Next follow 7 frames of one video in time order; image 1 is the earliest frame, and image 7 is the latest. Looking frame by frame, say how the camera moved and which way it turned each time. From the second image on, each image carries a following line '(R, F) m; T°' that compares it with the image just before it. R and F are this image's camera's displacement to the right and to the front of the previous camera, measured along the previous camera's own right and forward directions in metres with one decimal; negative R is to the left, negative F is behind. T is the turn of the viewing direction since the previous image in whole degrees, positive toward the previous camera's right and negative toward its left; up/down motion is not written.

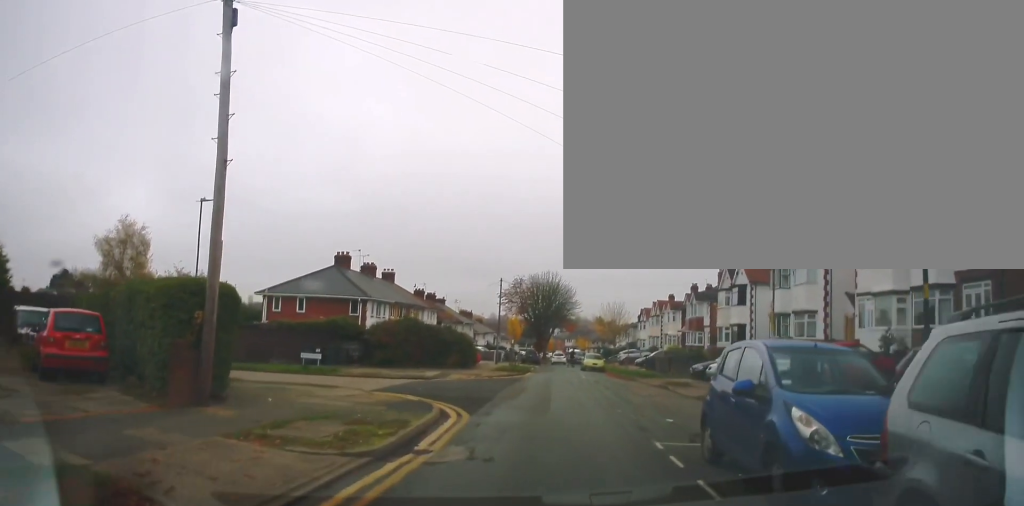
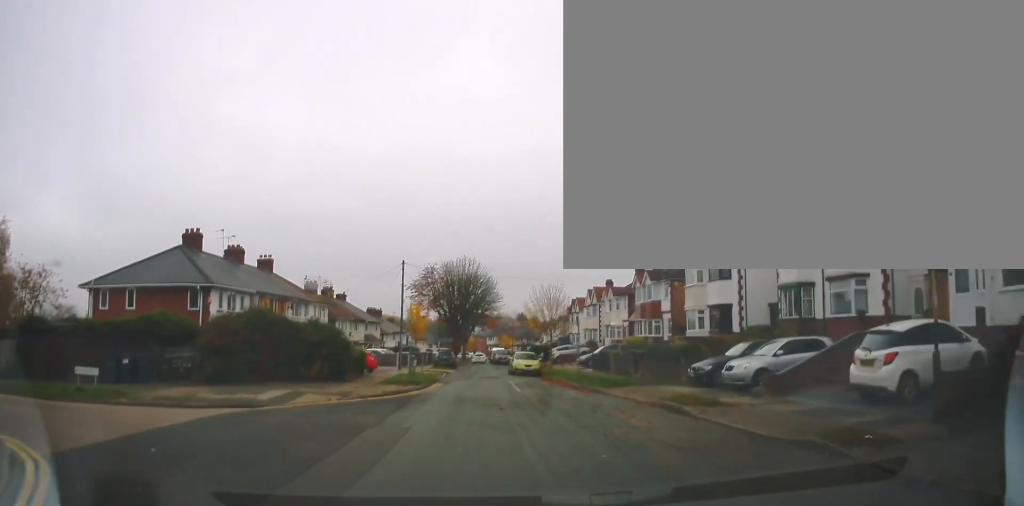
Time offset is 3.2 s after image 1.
(+1.2, +10.6) m; +10°
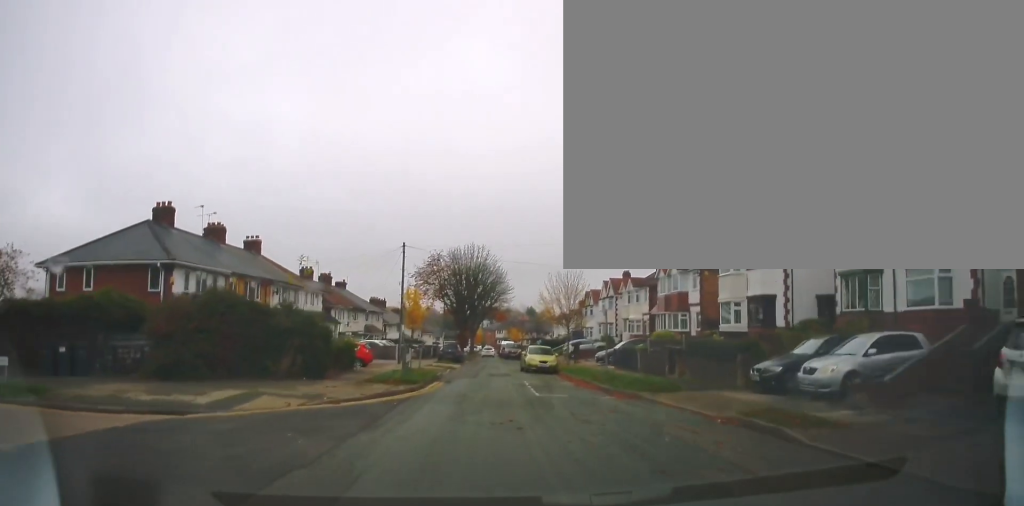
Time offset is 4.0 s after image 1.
(-0.1, +3.9) m; -4°
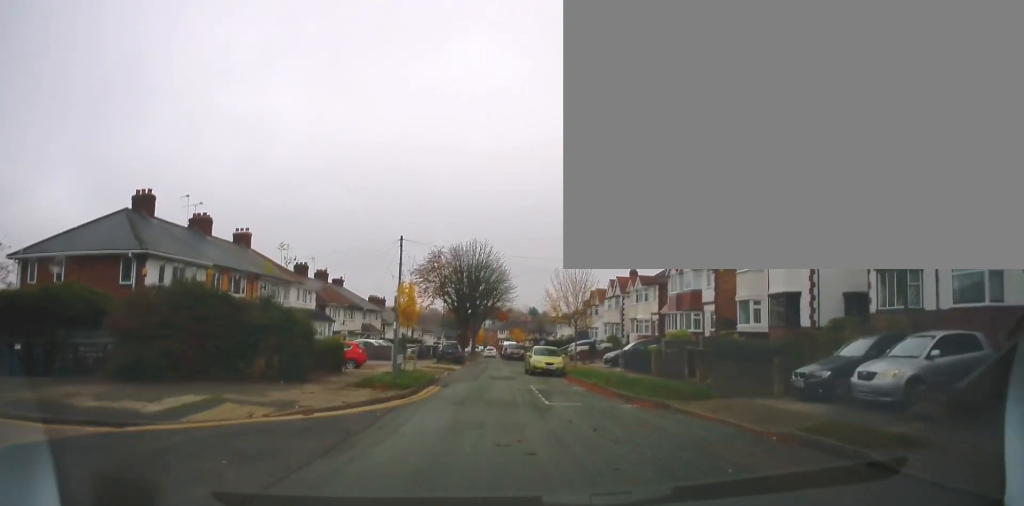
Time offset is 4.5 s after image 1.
(-0.2, +2.2) m; 0°
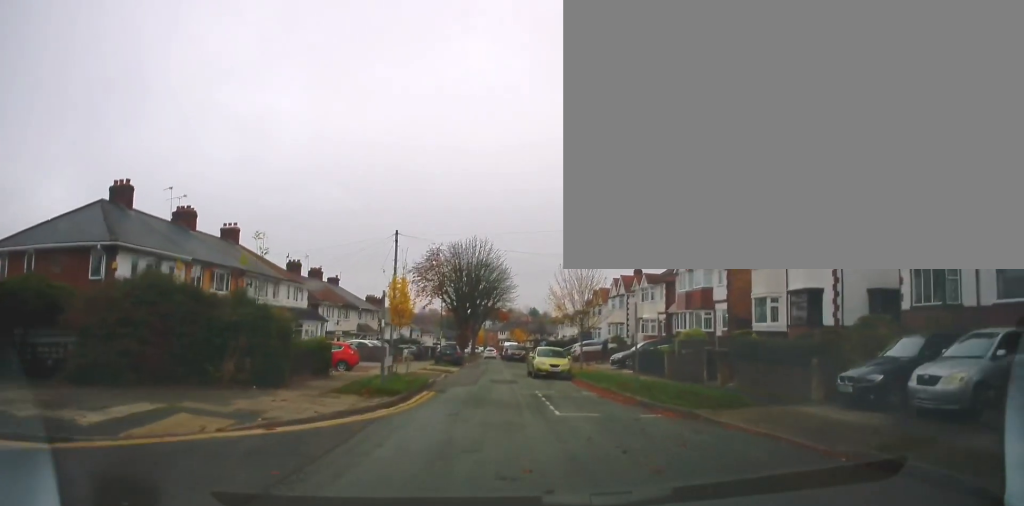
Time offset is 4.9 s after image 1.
(-0.1, +2.1) m; 0°
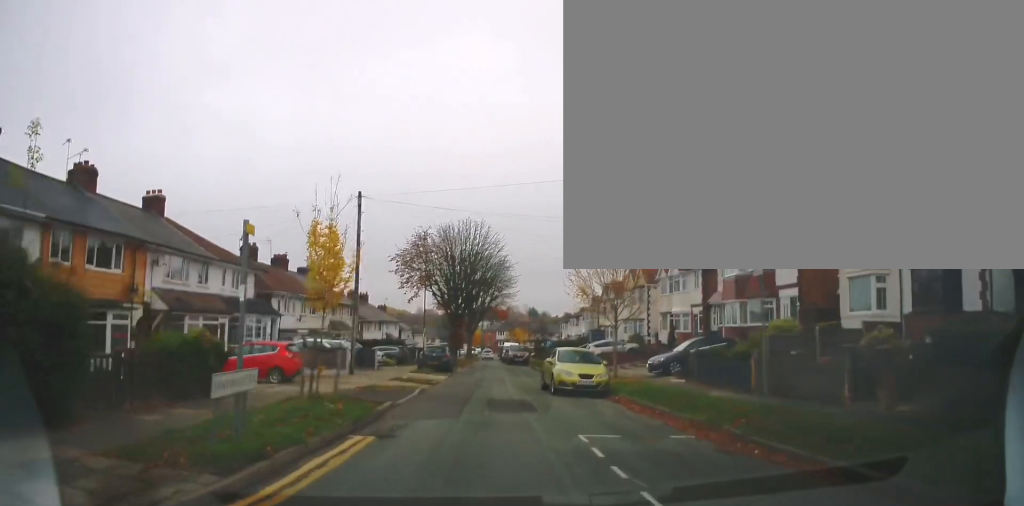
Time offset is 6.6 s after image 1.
(+0.1, +8.7) m; +1°
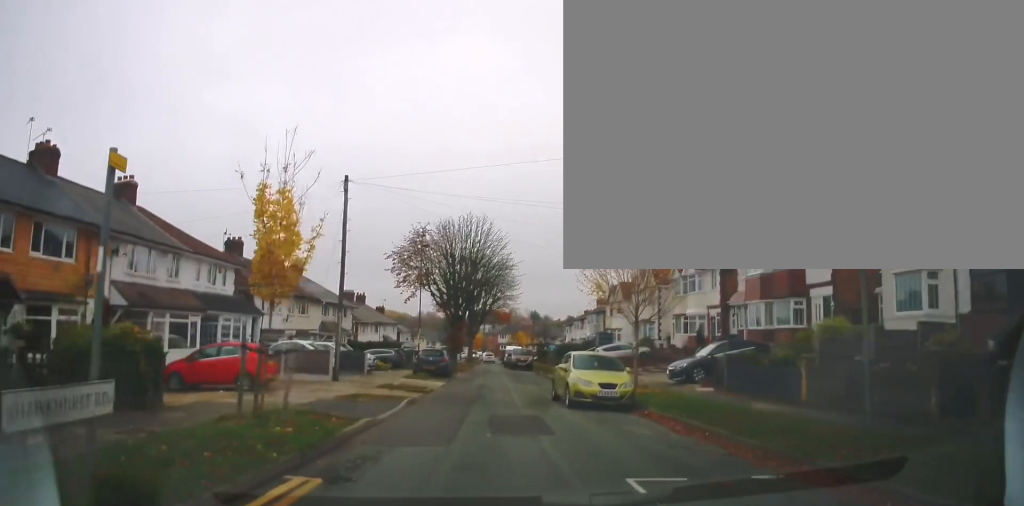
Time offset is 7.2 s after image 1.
(+0.1, +2.8) m; 0°
